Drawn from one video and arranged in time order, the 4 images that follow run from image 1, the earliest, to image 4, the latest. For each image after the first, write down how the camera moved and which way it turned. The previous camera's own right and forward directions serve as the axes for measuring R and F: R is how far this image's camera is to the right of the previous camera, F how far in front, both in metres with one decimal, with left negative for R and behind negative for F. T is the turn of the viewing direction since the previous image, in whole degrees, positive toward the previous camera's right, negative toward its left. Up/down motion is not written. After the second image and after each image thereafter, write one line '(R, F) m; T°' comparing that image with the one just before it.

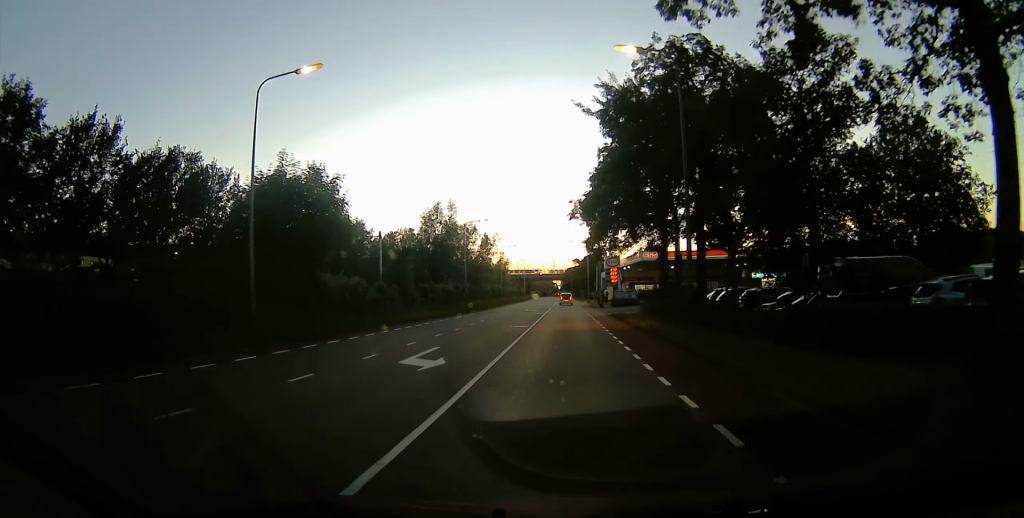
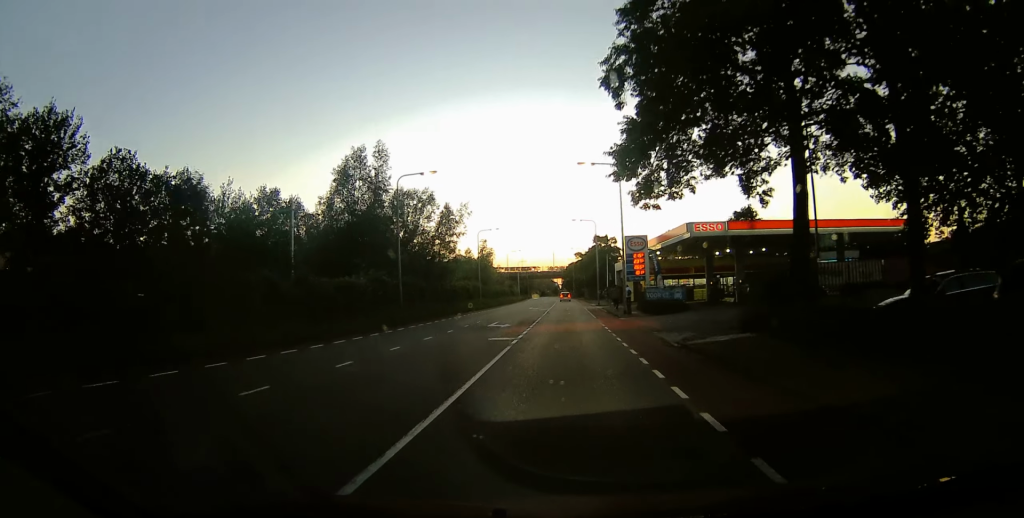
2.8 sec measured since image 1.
(-0.1, +25.1) m; -3°
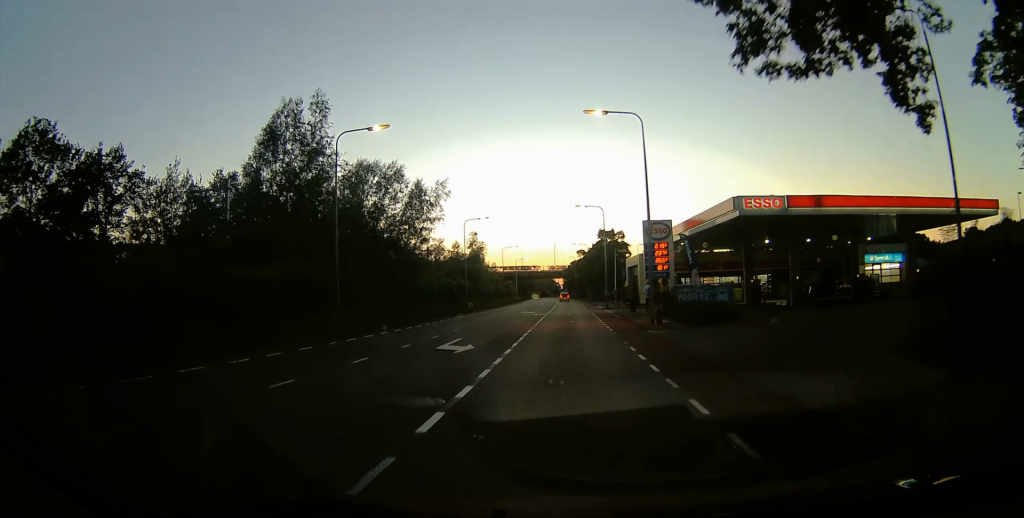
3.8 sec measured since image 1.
(-0.4, +10.3) m; -1°
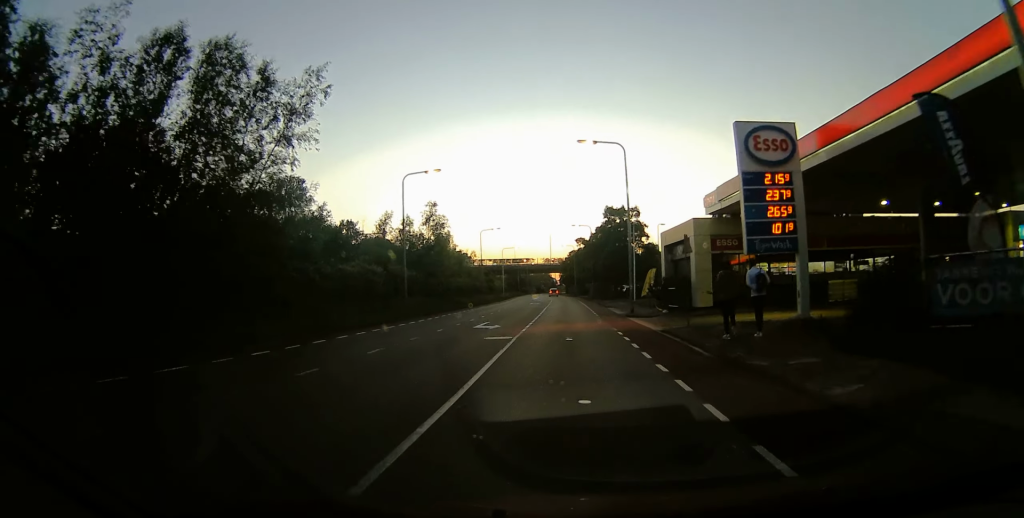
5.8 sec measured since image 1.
(+0.7, +22.1) m; +5°
